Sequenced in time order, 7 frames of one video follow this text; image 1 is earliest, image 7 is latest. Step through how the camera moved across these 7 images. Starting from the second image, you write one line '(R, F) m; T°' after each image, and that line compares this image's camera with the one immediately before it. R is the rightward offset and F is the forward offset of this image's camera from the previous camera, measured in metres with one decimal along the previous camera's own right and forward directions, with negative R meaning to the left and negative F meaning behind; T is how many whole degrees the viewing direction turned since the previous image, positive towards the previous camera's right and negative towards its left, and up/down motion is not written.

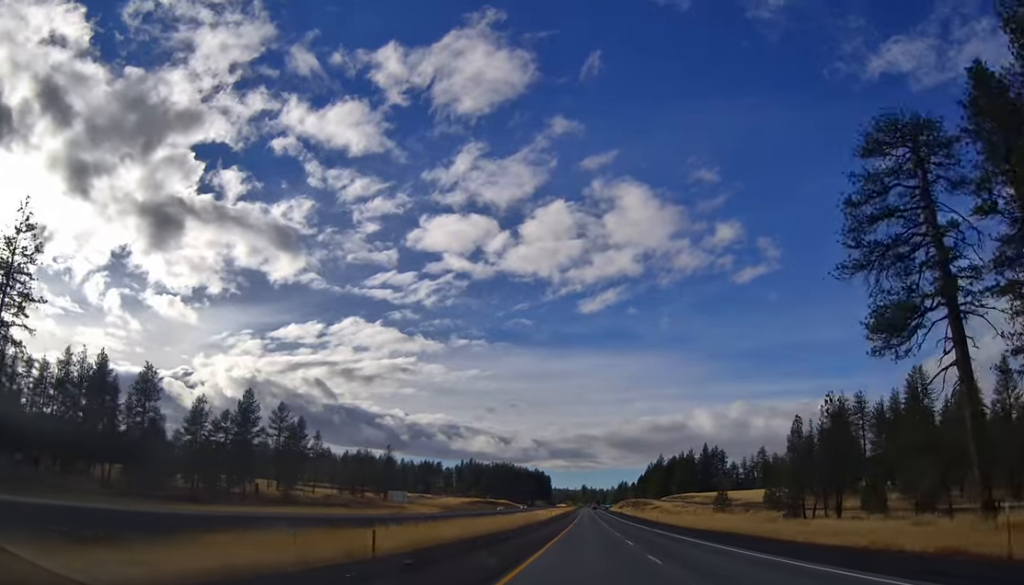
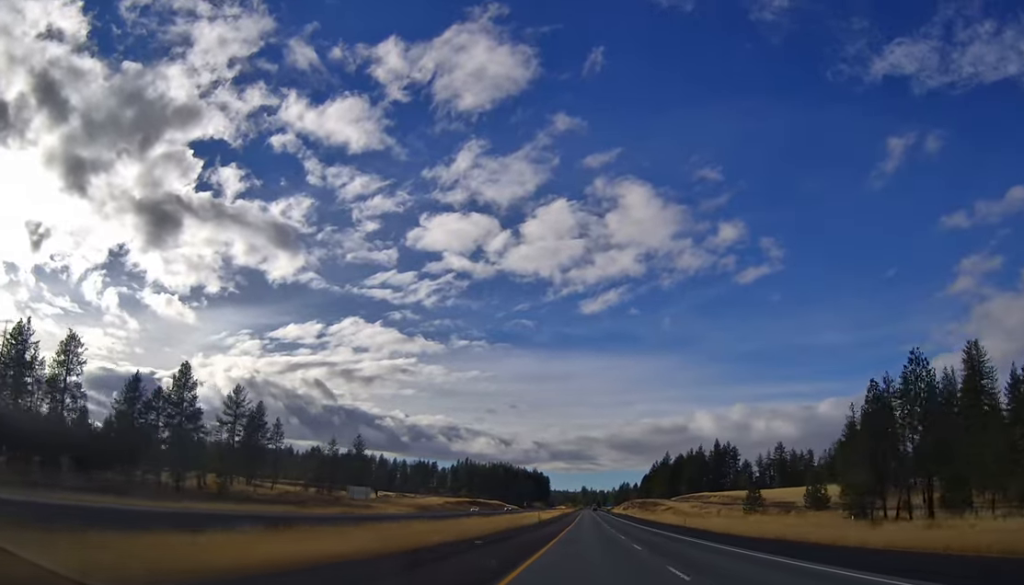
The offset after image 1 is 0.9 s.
(+0.8, +29.3) m; +1°
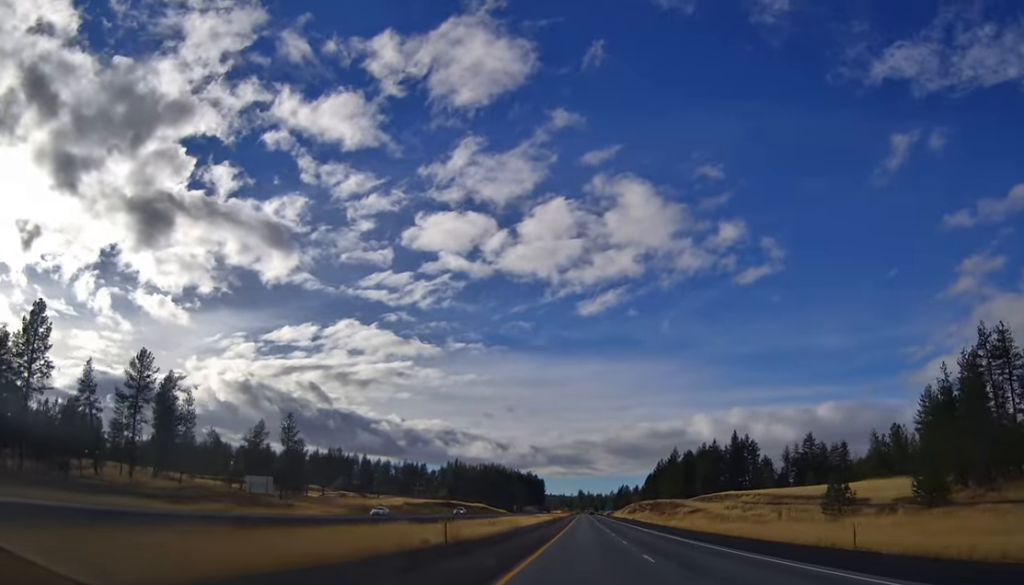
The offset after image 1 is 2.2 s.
(-0.3, +43.8) m; -1°
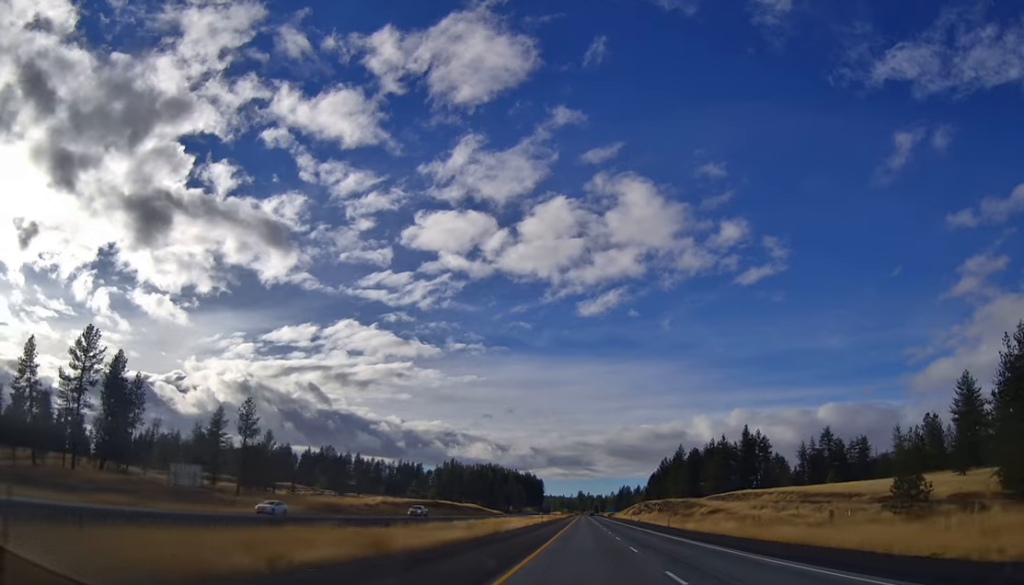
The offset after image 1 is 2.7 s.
(0.0, +19.0) m; 0°
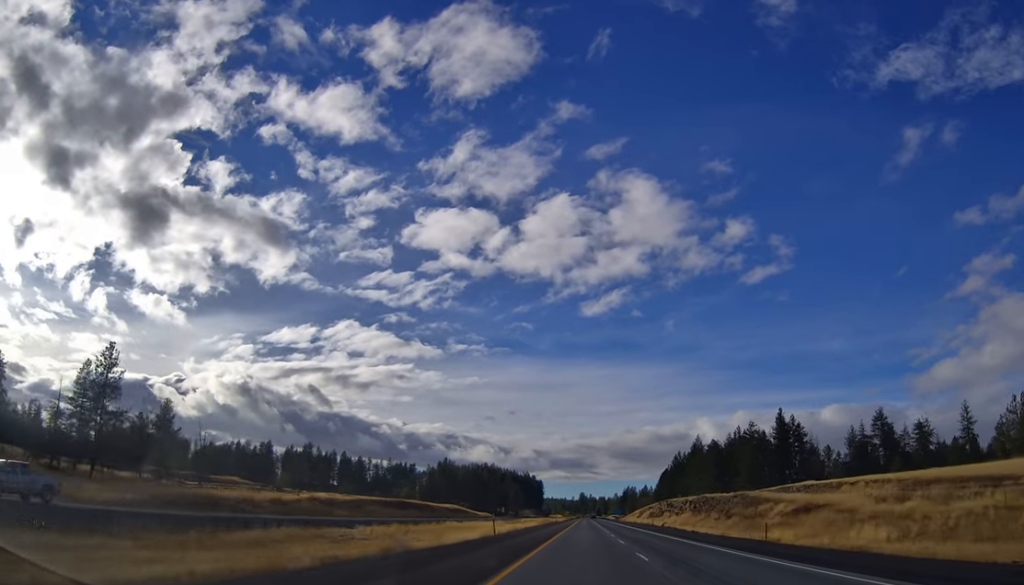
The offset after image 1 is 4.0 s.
(-0.4, +42.2) m; +1°
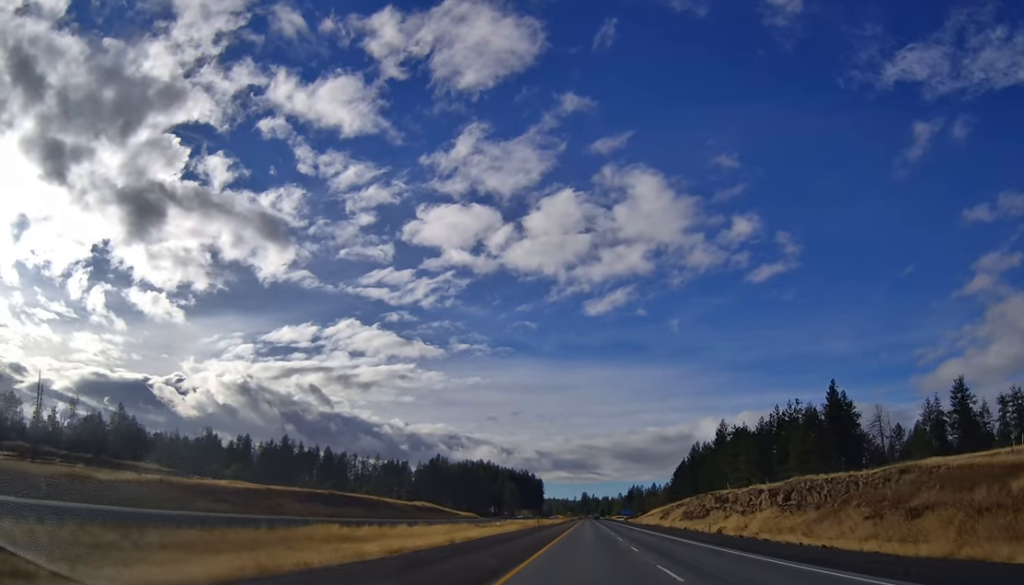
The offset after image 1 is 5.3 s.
(+0.6, +43.2) m; 0°
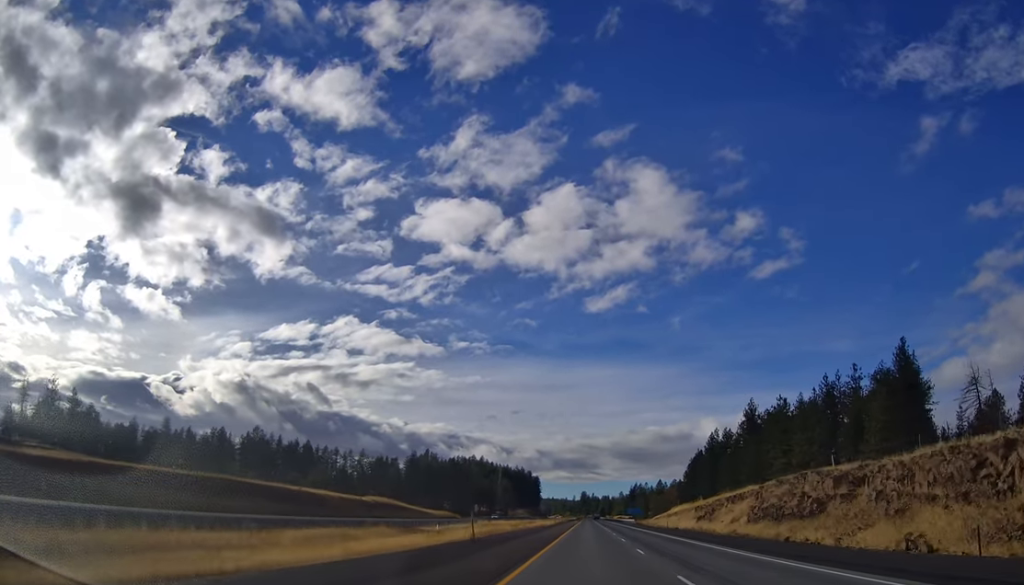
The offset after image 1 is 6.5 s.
(-0.3, +38.8) m; +1°
